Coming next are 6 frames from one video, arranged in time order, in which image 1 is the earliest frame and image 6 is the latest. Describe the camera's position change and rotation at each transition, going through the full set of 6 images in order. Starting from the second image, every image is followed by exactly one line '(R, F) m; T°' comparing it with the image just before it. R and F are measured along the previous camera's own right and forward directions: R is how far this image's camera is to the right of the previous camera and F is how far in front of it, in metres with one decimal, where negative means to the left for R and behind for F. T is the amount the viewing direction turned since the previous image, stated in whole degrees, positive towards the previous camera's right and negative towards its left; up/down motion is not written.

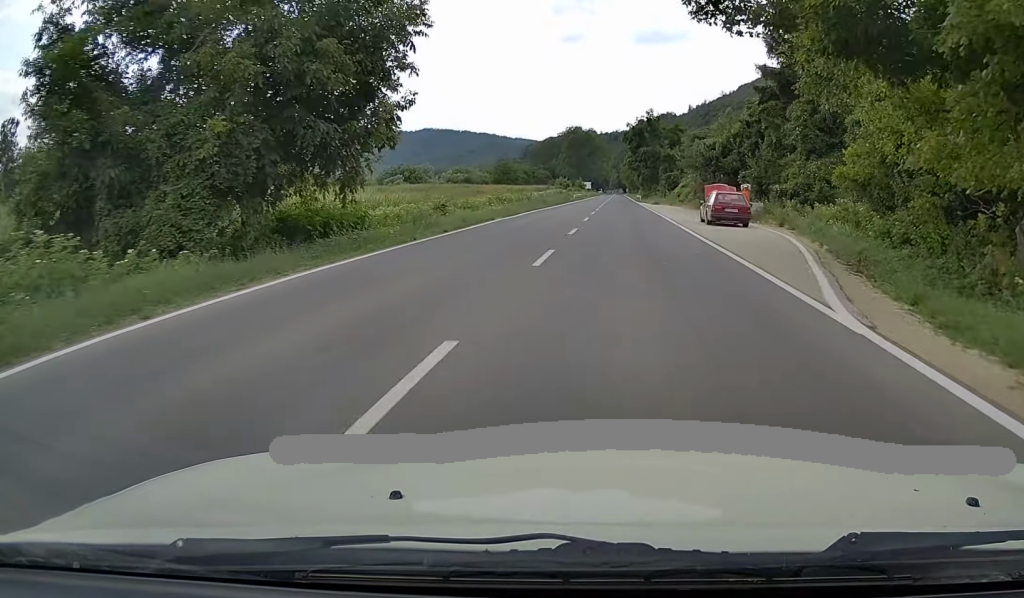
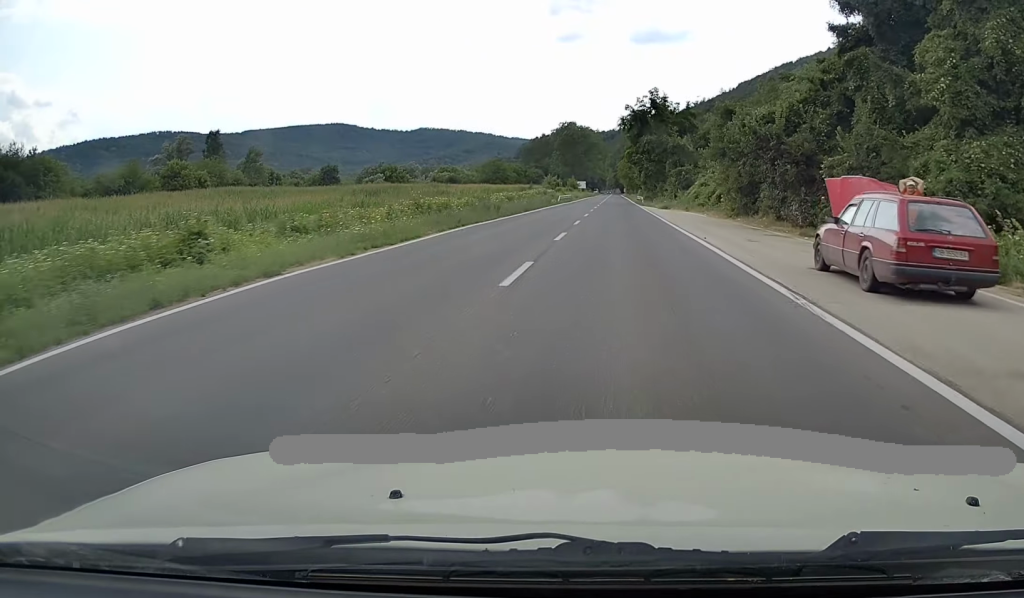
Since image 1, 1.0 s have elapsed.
(0.0, +20.5) m; 0°
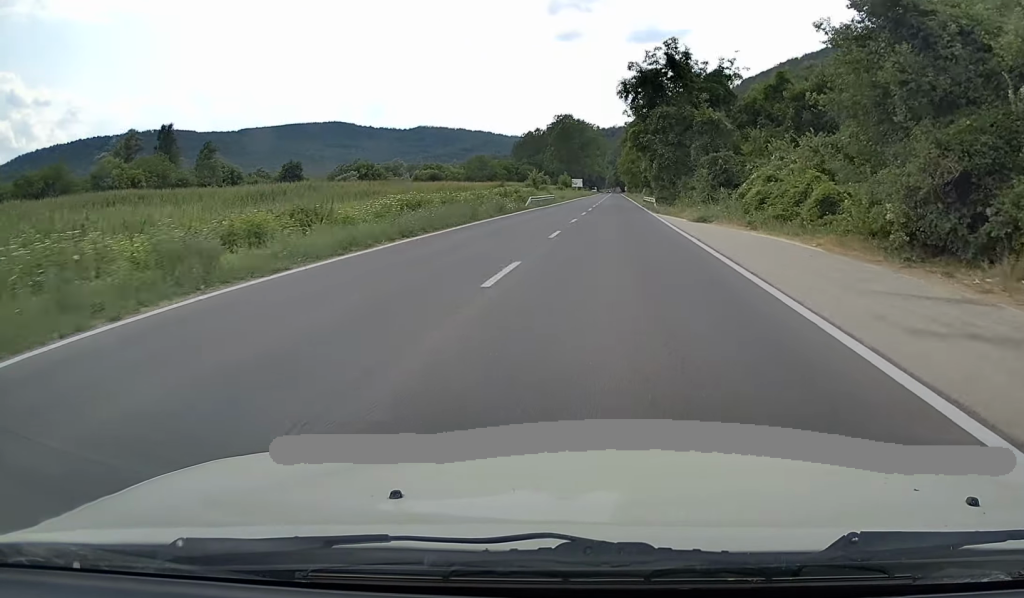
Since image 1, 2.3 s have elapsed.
(+0.3, +26.5) m; +2°
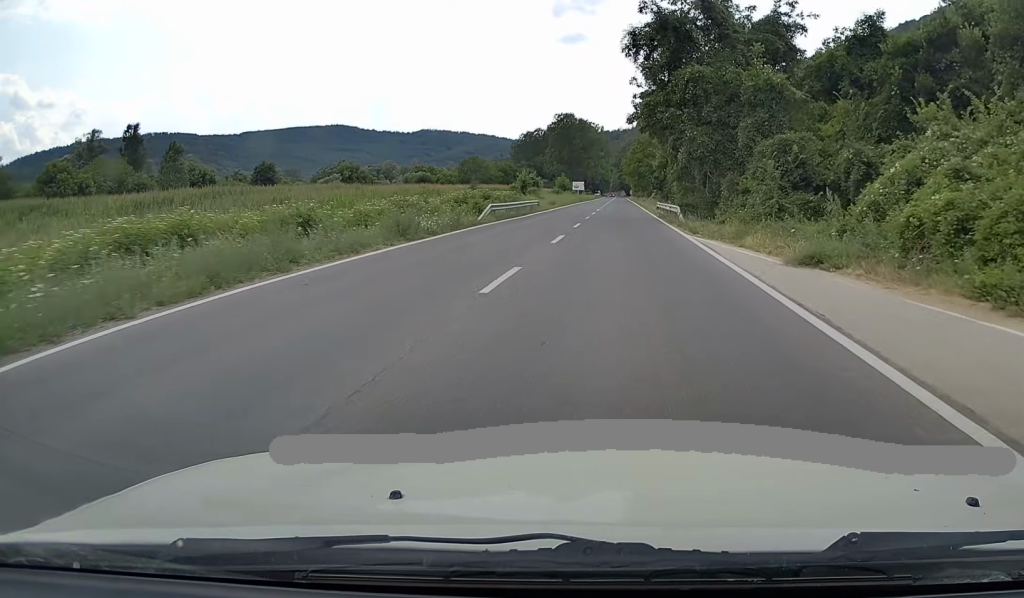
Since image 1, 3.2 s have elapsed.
(+0.3, +18.4) m; 0°
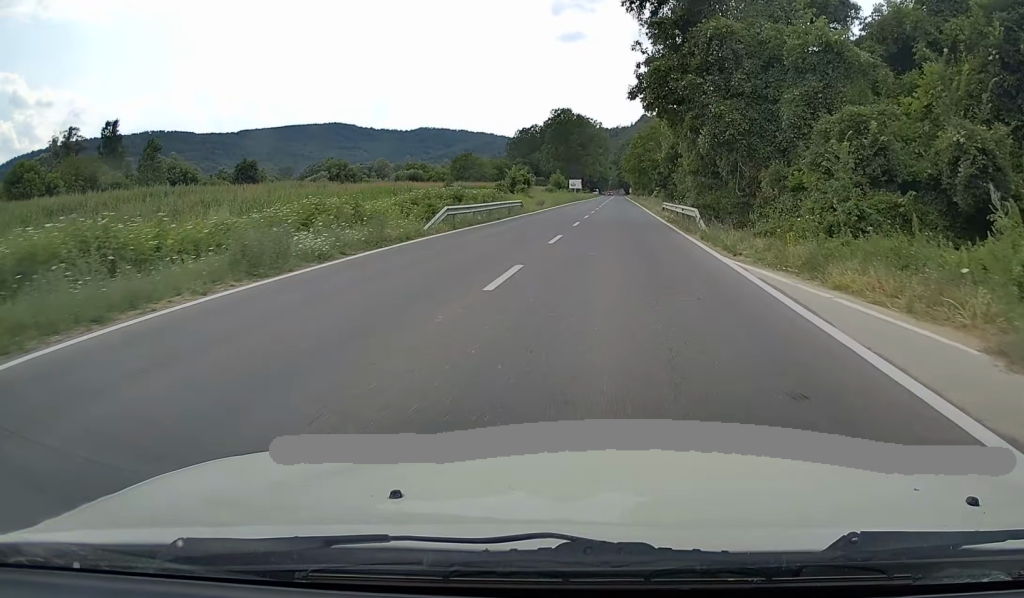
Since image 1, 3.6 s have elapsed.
(+0.1, +8.9) m; 0°
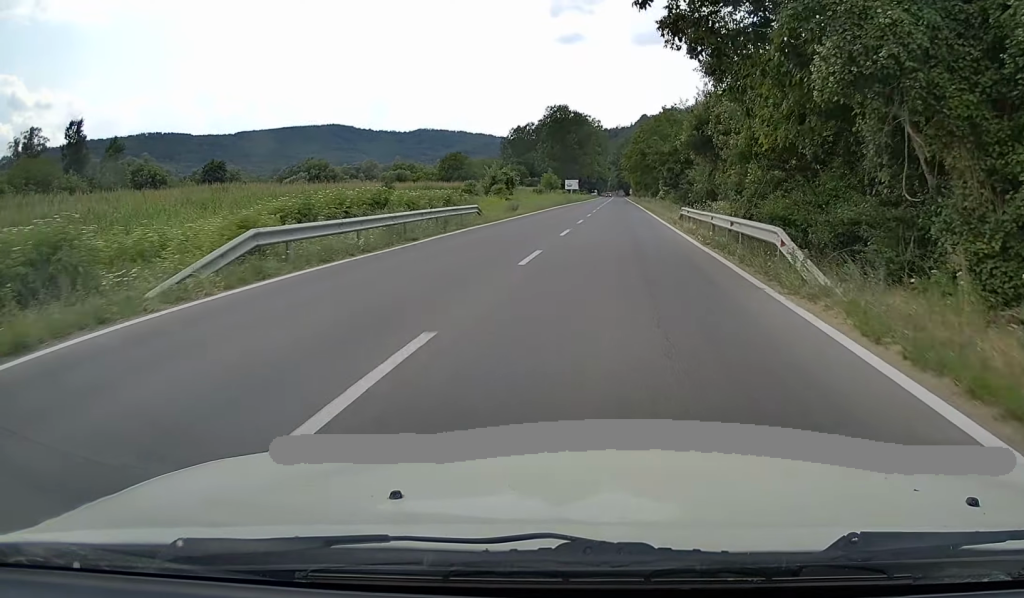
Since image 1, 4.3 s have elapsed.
(-0.2, +14.5) m; -1°
